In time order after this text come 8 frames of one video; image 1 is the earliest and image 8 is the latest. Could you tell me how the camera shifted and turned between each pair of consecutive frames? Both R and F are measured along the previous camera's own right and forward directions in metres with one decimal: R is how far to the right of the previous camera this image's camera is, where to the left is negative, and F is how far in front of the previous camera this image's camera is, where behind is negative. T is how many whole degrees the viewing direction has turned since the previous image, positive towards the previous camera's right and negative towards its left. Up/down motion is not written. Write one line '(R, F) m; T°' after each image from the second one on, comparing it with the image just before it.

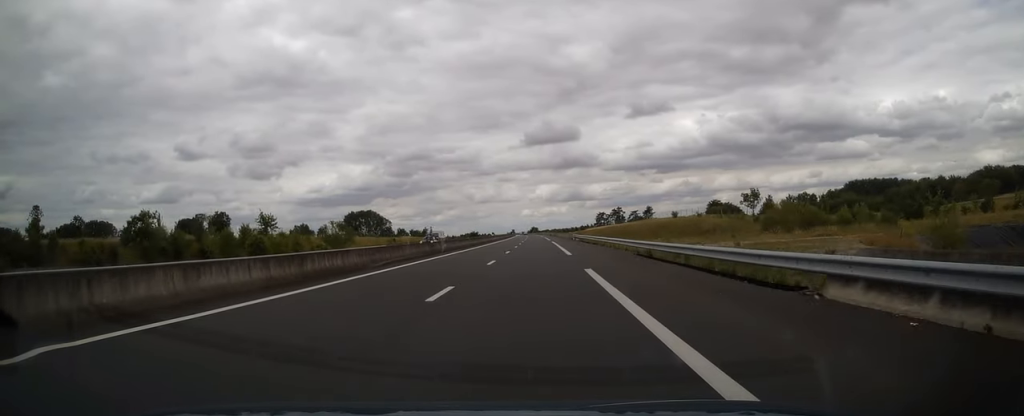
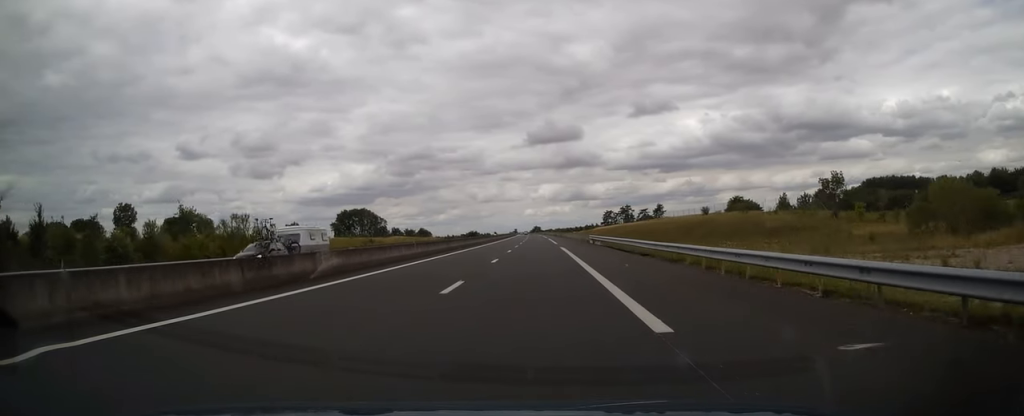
(0.0, +24.3) m; 0°
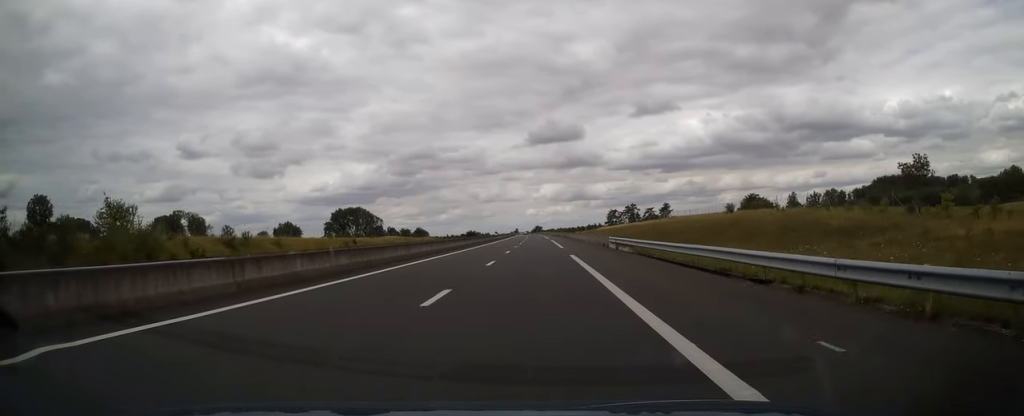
(0.0, +15.1) m; 0°
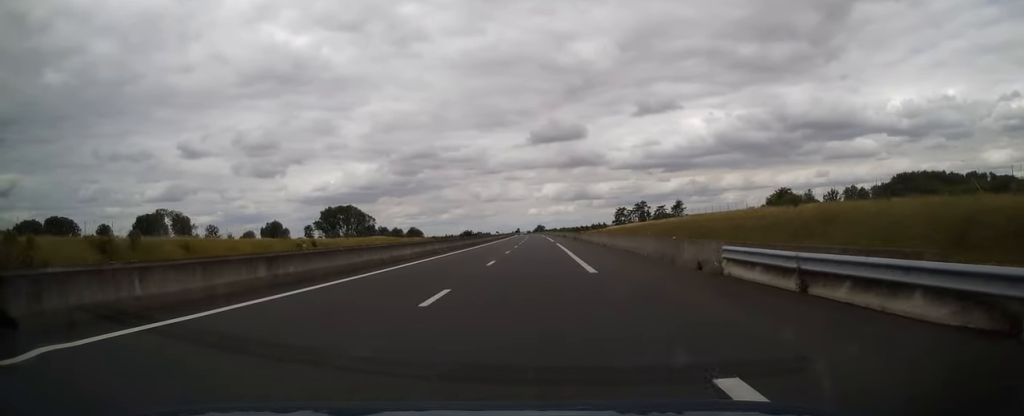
(-0.1, +25.8) m; 0°
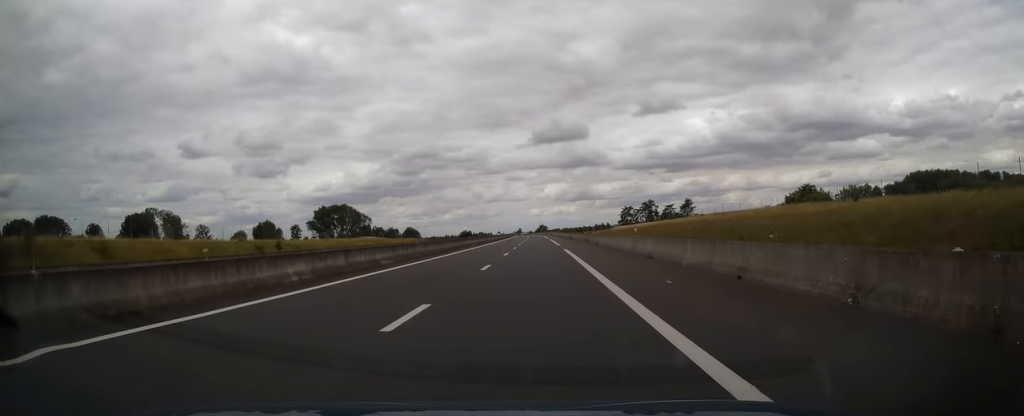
(-0.2, +15.5) m; 0°
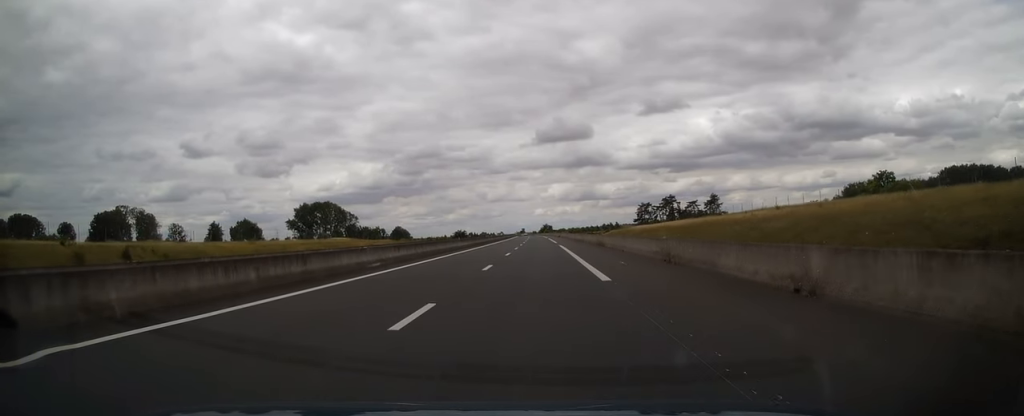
(+0.4, +38.5) m; +1°
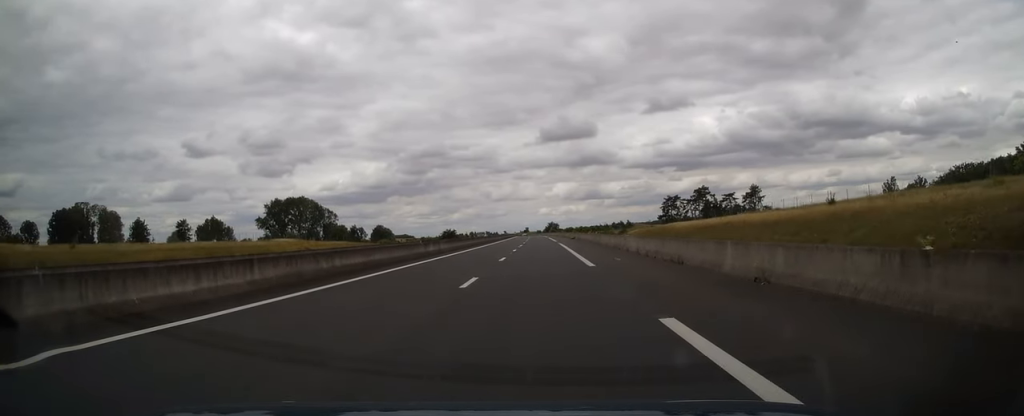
(-0.5, +45.3) m; -1°
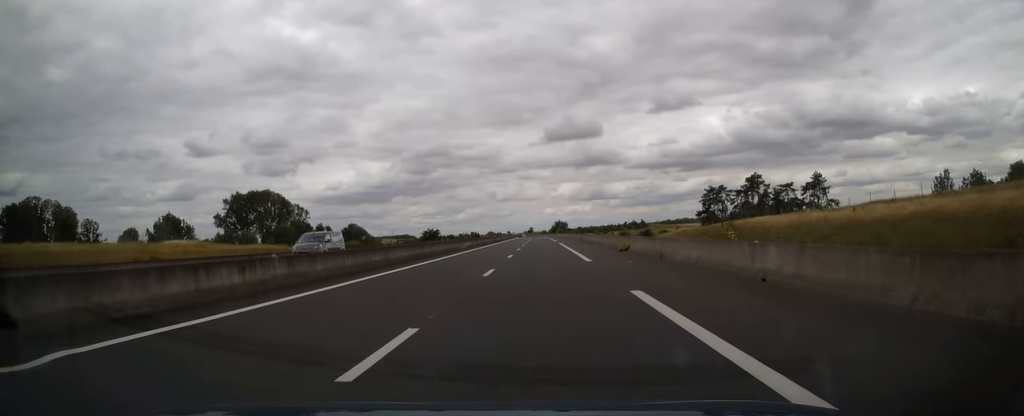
(-0.2, +47.7) m; 0°
